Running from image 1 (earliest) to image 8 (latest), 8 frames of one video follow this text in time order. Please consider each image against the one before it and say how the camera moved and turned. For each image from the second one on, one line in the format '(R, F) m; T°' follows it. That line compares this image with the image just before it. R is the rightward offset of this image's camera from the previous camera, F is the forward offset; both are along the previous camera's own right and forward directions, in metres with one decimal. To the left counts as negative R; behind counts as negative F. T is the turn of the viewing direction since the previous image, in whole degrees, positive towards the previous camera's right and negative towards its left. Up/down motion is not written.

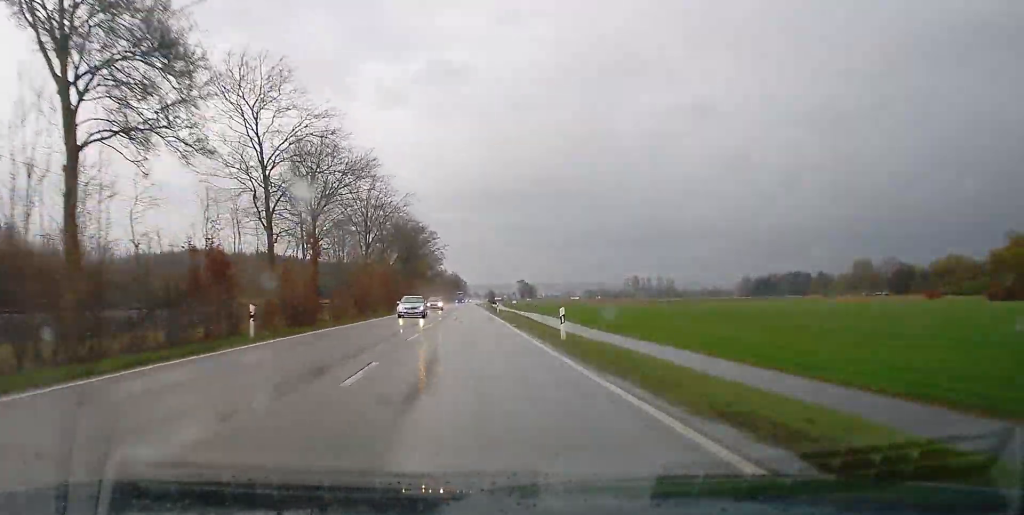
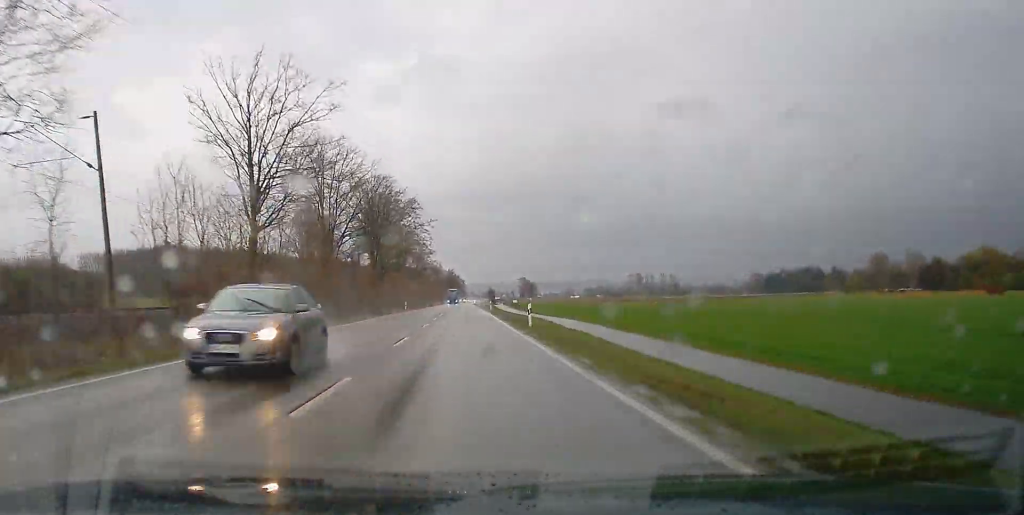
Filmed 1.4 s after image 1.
(-0.9, +37.7) m; -2°
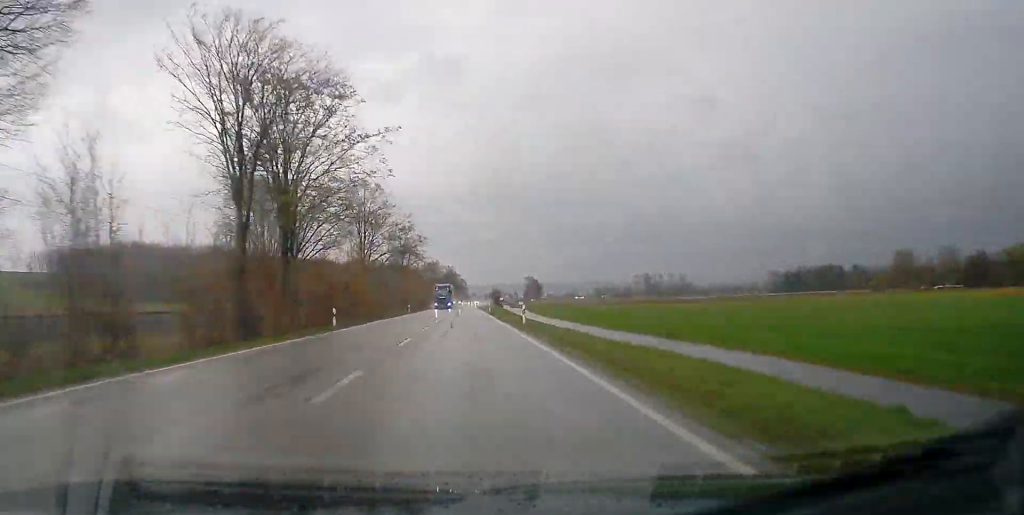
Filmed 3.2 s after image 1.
(-4.0, +45.0) m; -2°
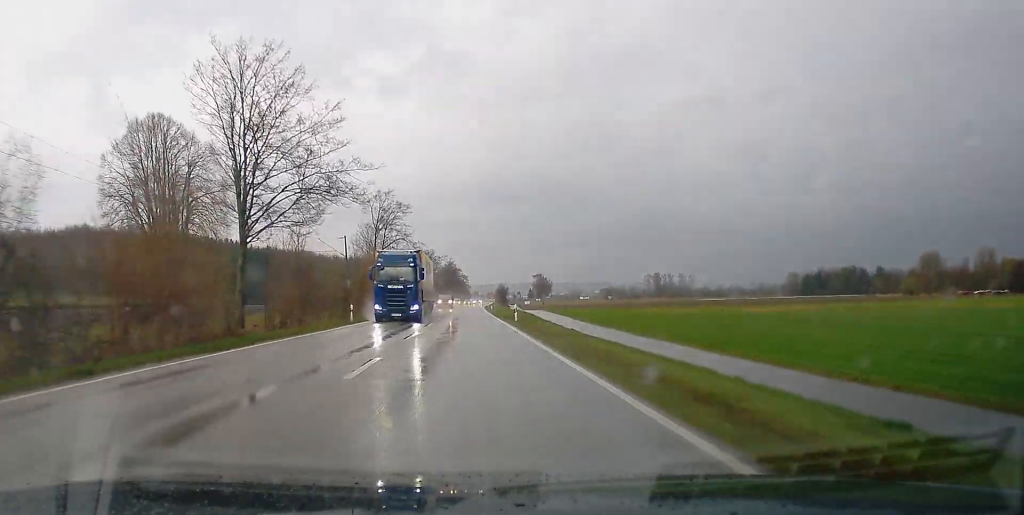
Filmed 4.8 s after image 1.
(+2.1, +41.9) m; +3°
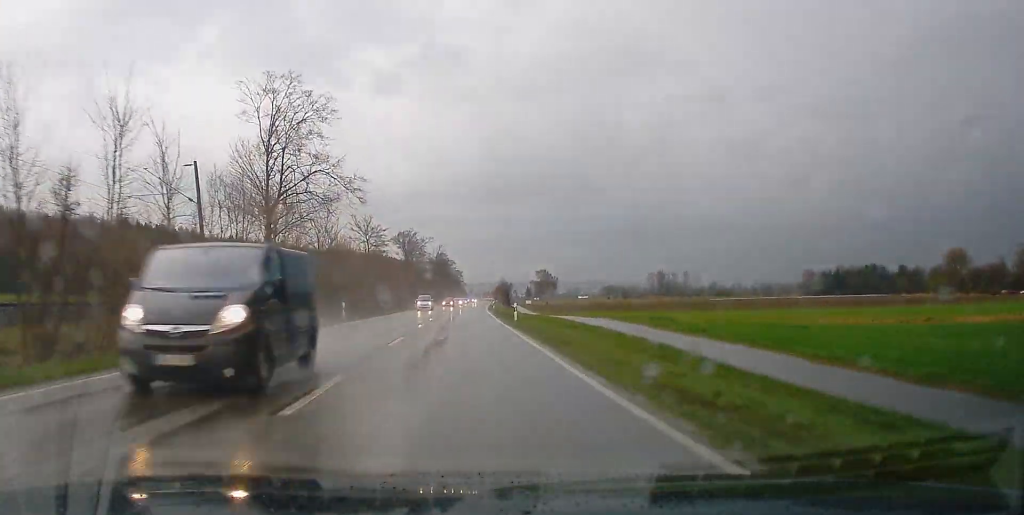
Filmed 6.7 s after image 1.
(+0.9, +47.3) m; +1°
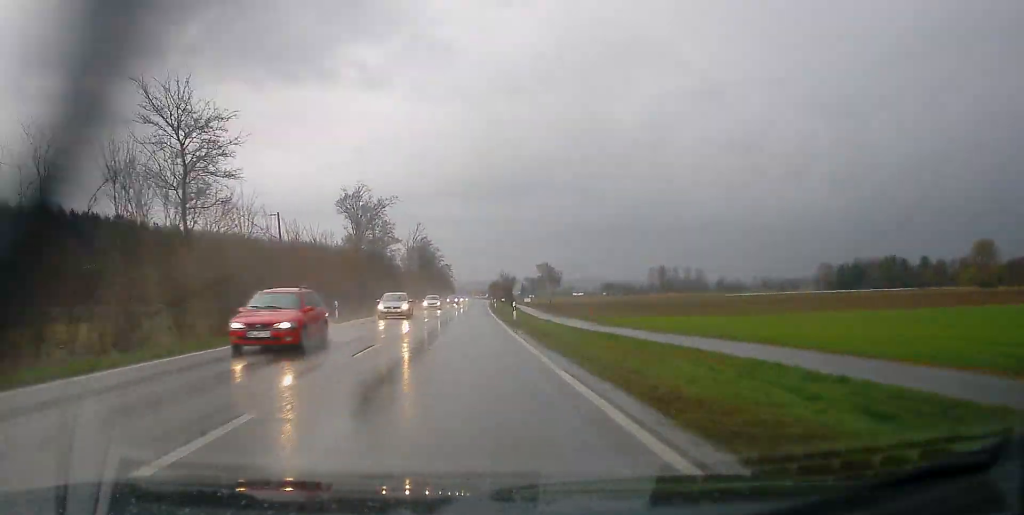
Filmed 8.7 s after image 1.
(+0.2, +48.1) m; +1°
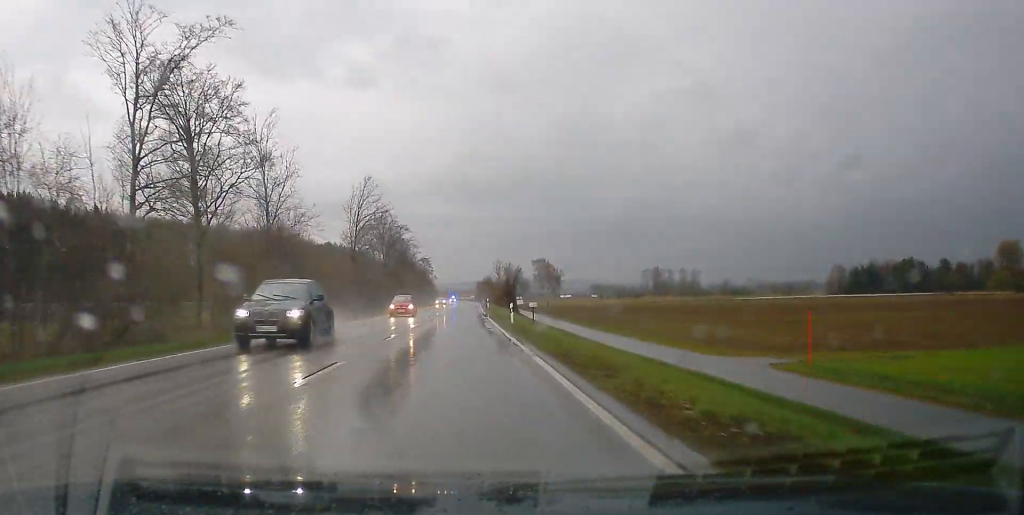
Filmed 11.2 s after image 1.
(+0.3, +52.1) m; +1°
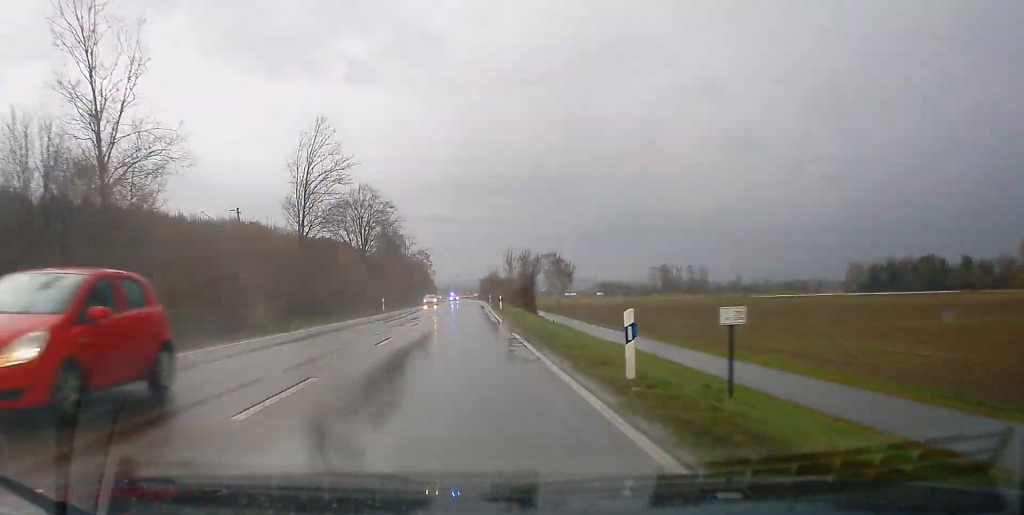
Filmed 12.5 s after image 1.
(+0.1, +25.0) m; 0°
